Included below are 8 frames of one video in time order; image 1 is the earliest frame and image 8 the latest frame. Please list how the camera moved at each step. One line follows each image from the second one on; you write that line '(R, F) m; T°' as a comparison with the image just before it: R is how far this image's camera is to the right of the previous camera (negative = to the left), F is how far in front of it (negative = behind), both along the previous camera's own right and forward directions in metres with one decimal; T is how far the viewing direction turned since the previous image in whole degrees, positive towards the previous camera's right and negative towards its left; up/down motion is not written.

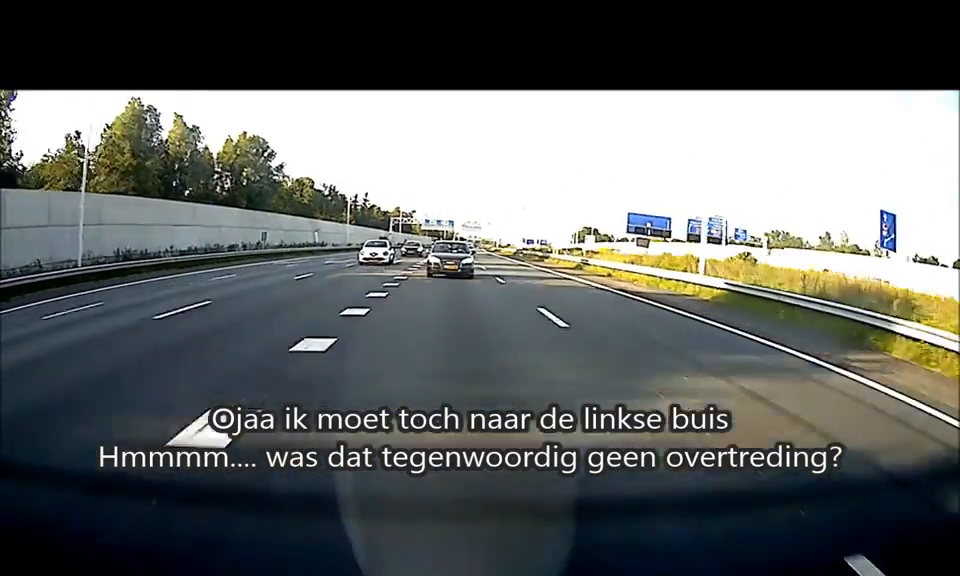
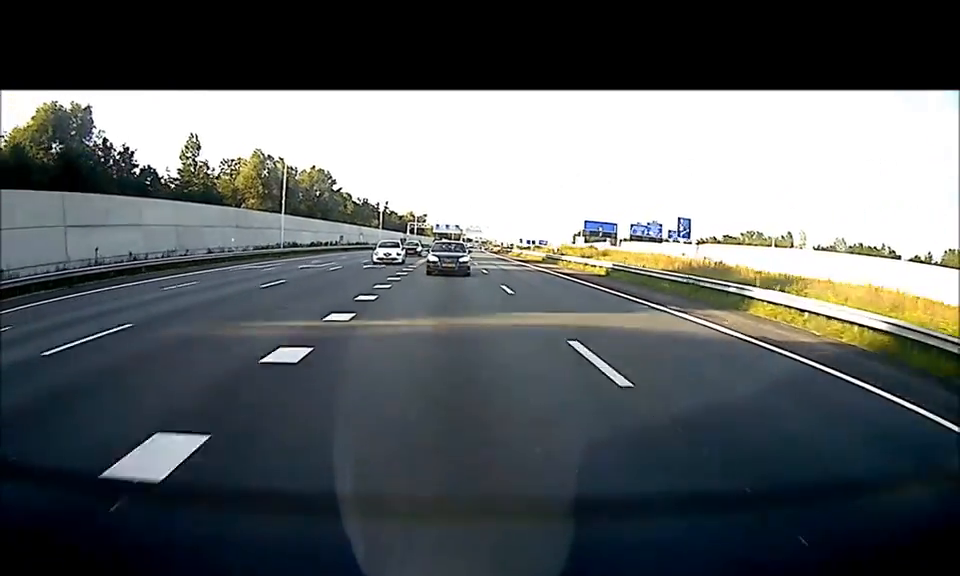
(-0.3, +46.9) m; -1°
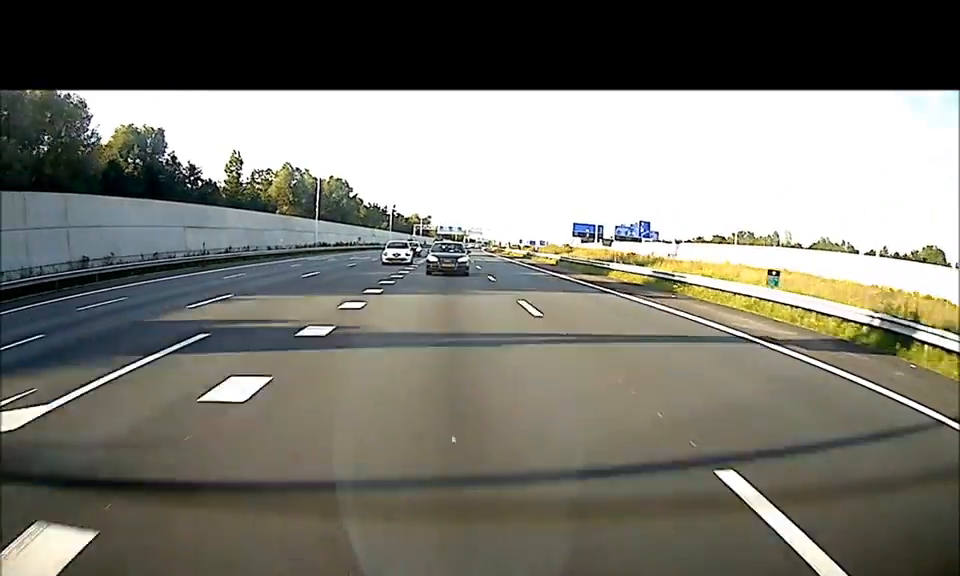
(0.0, +19.1) m; 0°
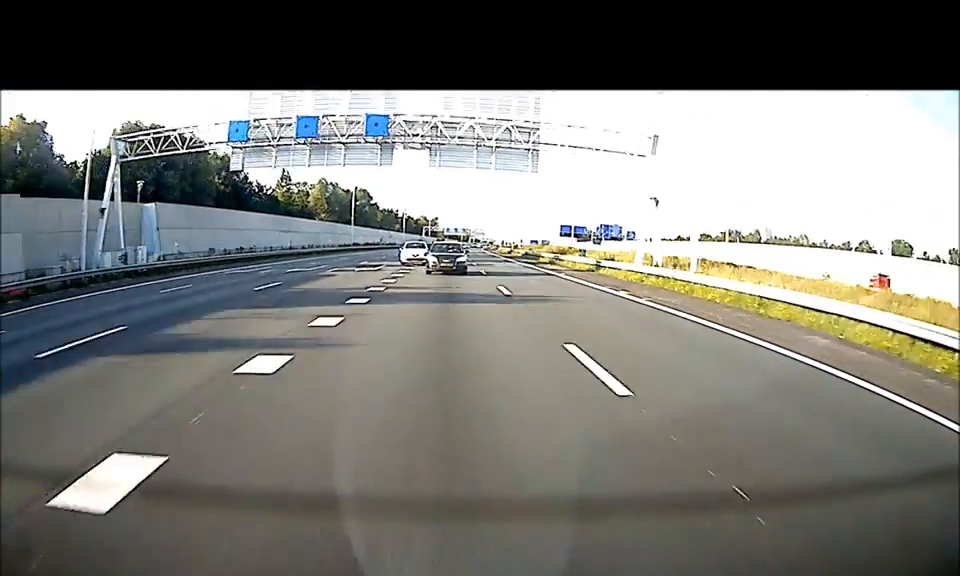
(-0.3, +28.8) m; -1°
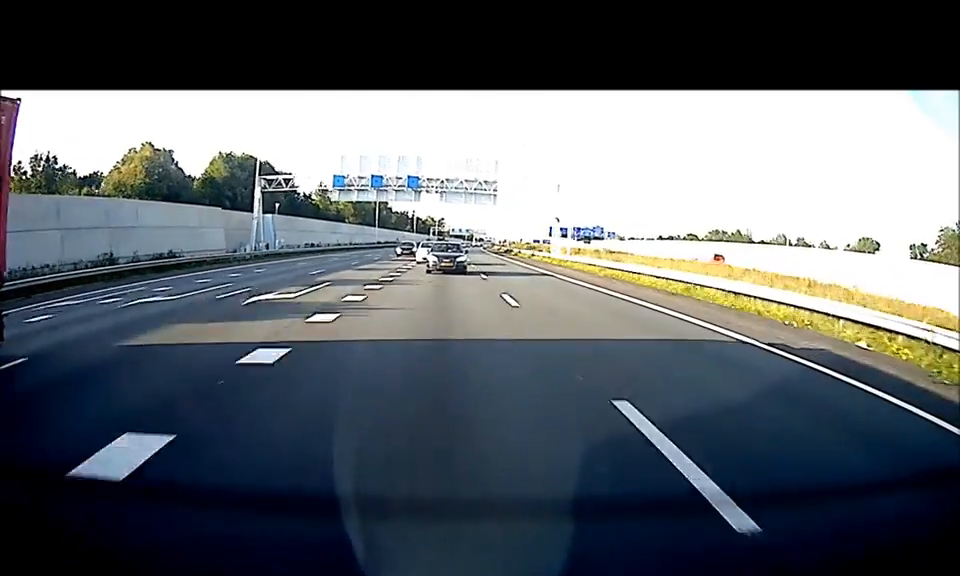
(-0.3, +32.5) m; -1°
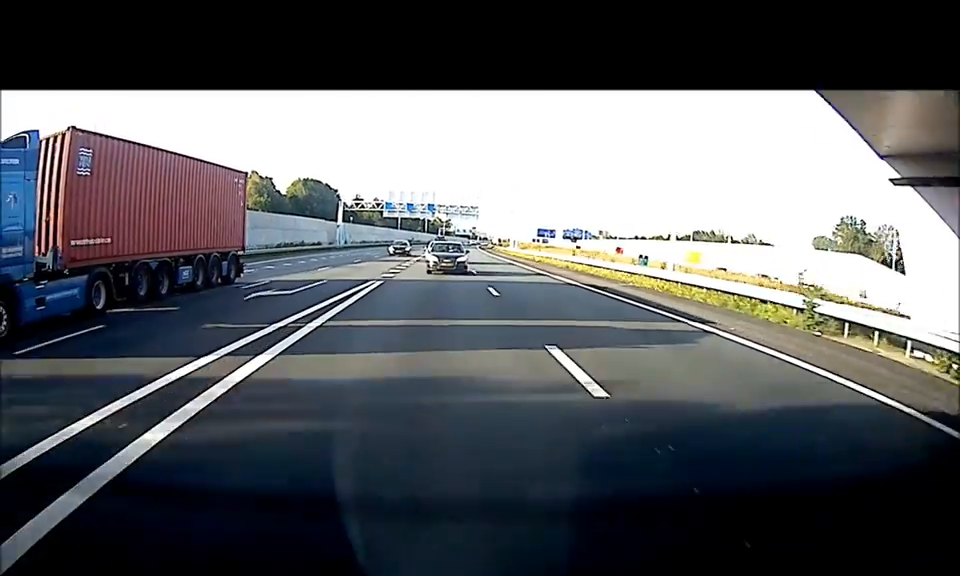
(-0.1, +55.6) m; -1°
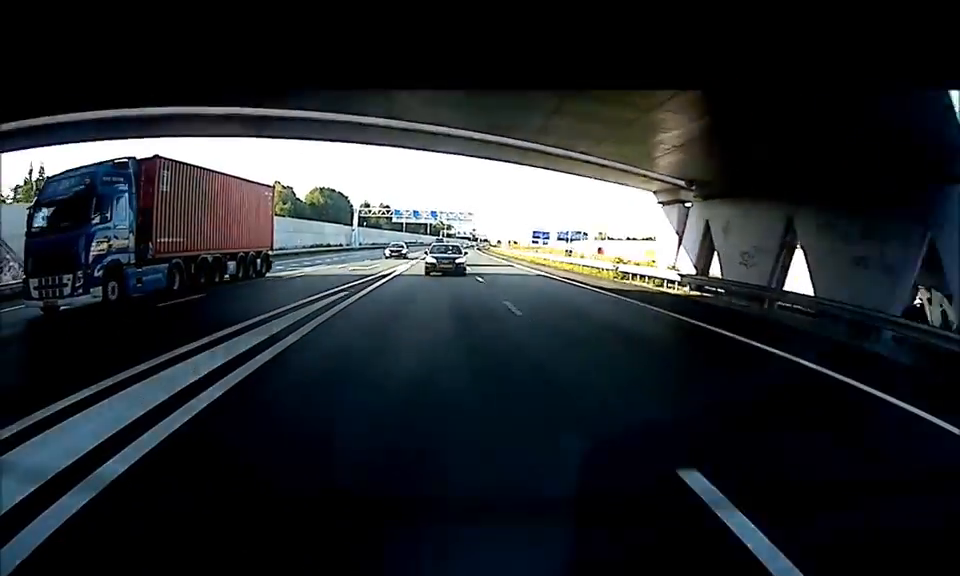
(0.0, +23.4) m; -1°
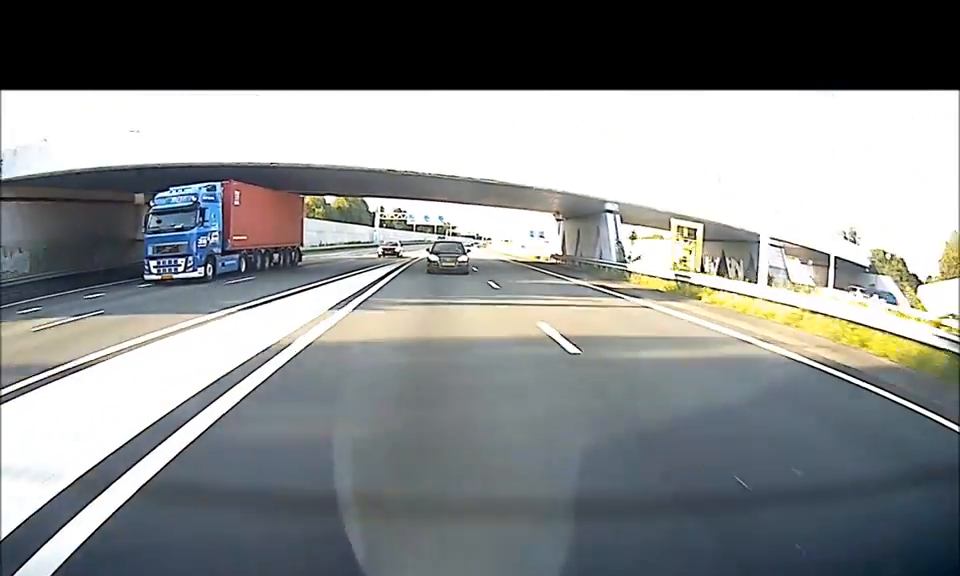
(-0.4, +36.8) m; -1°
